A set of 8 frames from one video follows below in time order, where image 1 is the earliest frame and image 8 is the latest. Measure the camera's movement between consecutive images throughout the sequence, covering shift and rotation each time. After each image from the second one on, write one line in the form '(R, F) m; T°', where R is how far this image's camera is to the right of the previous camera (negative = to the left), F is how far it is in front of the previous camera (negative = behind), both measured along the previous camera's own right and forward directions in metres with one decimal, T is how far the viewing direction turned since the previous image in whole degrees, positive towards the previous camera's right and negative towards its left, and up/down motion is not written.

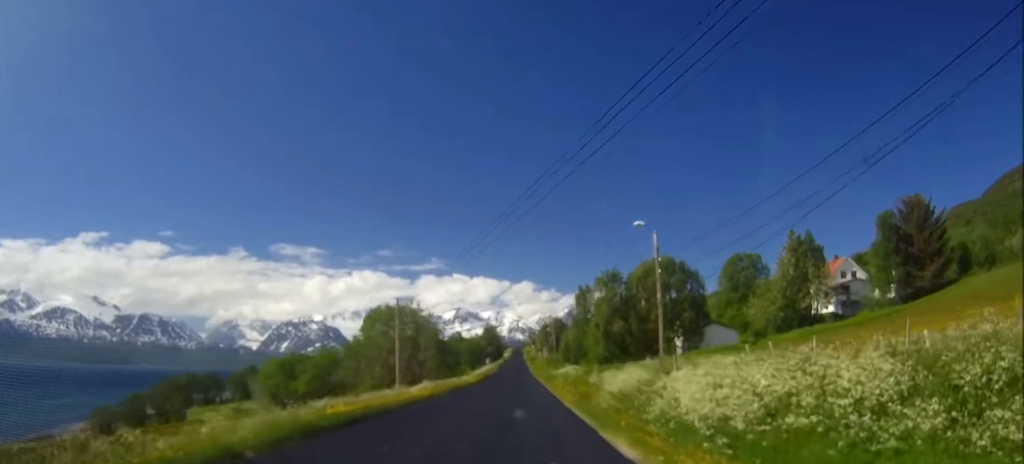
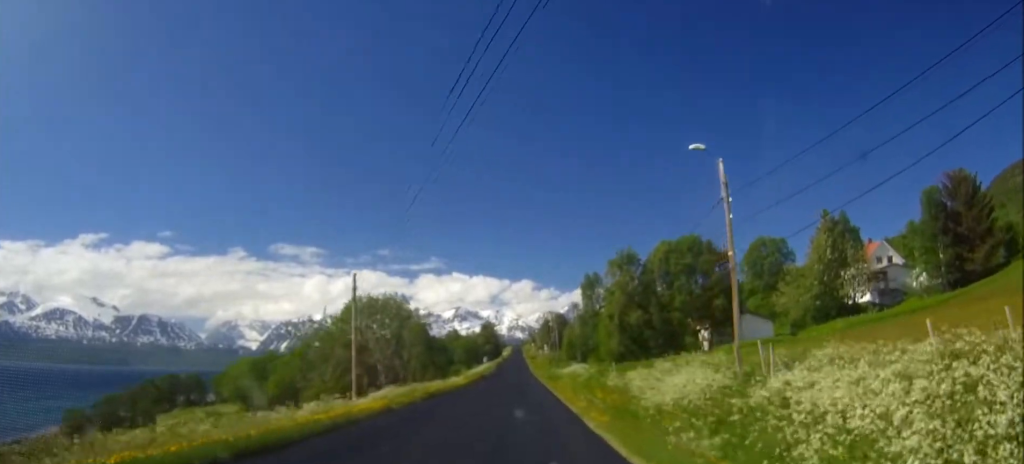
(0.0, +11.8) m; 0°
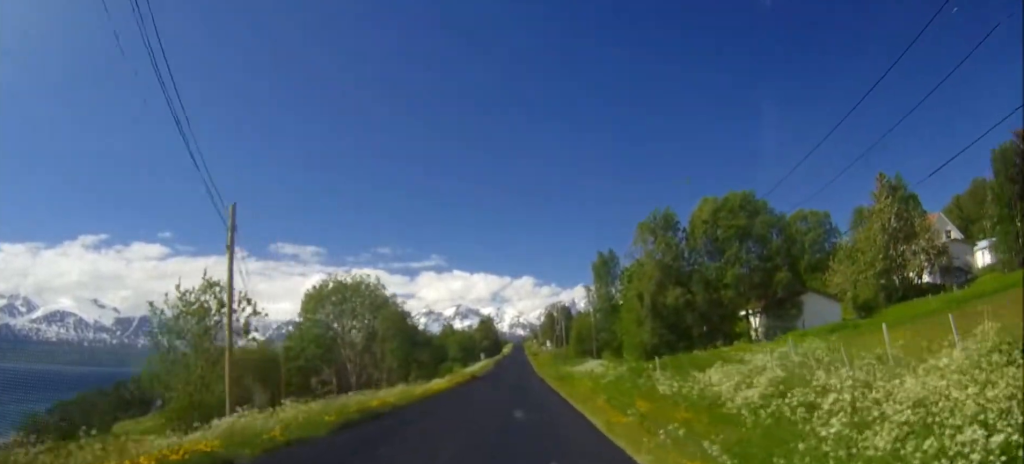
(0.0, +15.3) m; 0°
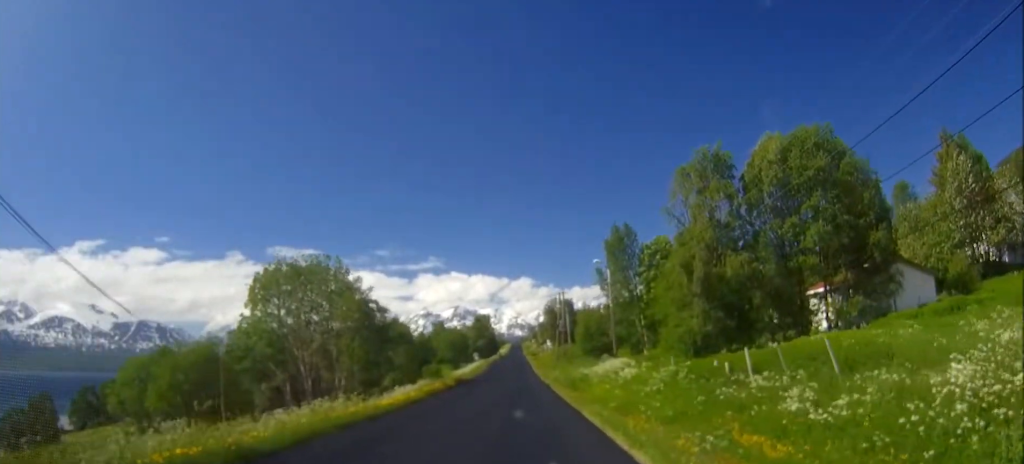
(0.0, +14.1) m; 0°
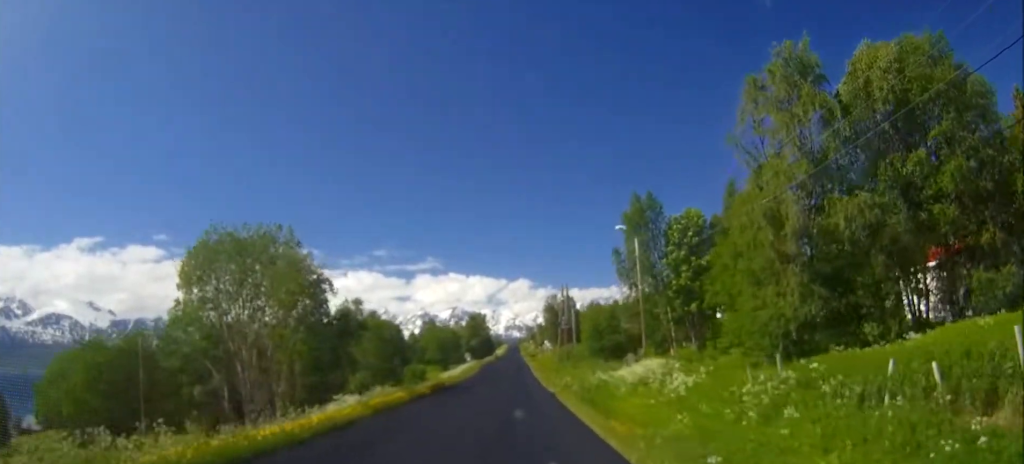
(0.0, +12.3) m; 0°
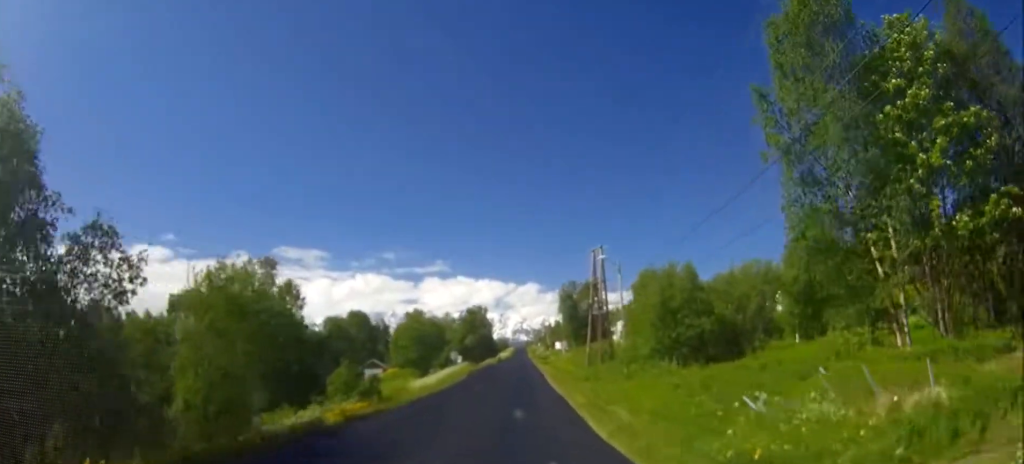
(0.0, +30.9) m; 0°
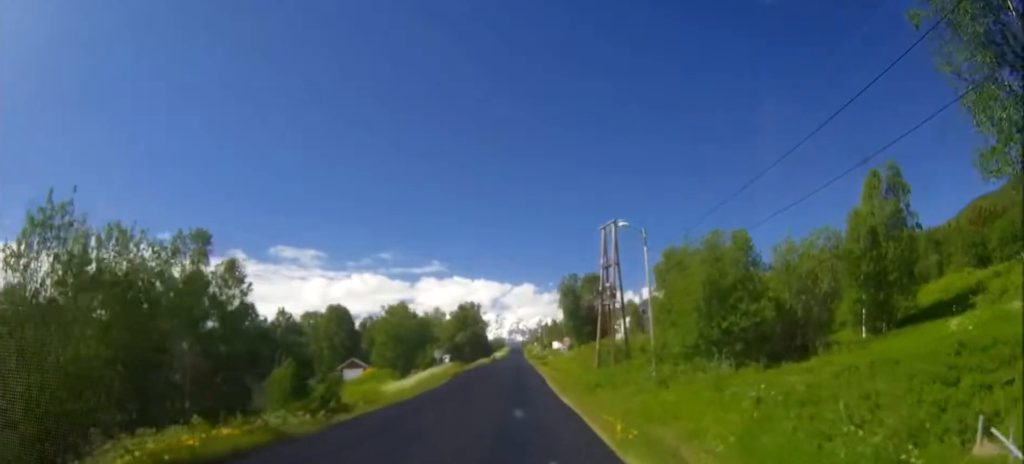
(0.0, +9.9) m; 0°
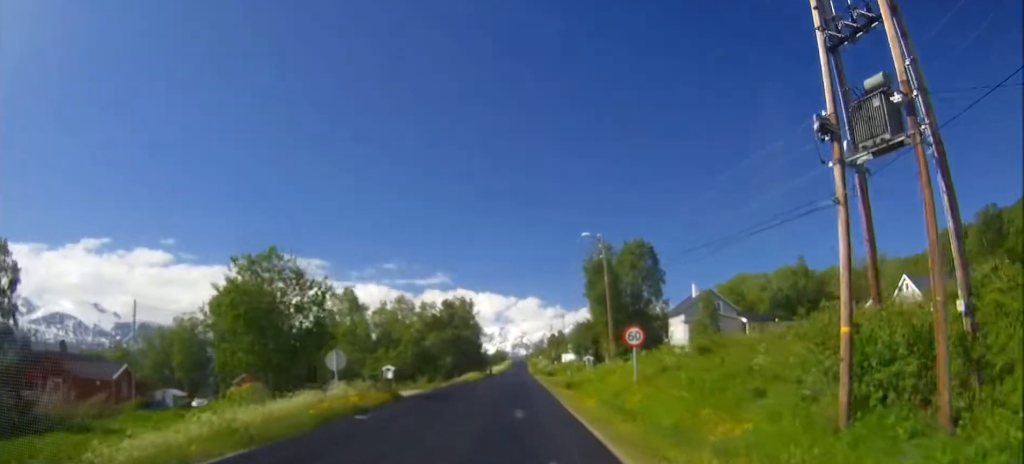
(0.0, +36.6) m; 0°
